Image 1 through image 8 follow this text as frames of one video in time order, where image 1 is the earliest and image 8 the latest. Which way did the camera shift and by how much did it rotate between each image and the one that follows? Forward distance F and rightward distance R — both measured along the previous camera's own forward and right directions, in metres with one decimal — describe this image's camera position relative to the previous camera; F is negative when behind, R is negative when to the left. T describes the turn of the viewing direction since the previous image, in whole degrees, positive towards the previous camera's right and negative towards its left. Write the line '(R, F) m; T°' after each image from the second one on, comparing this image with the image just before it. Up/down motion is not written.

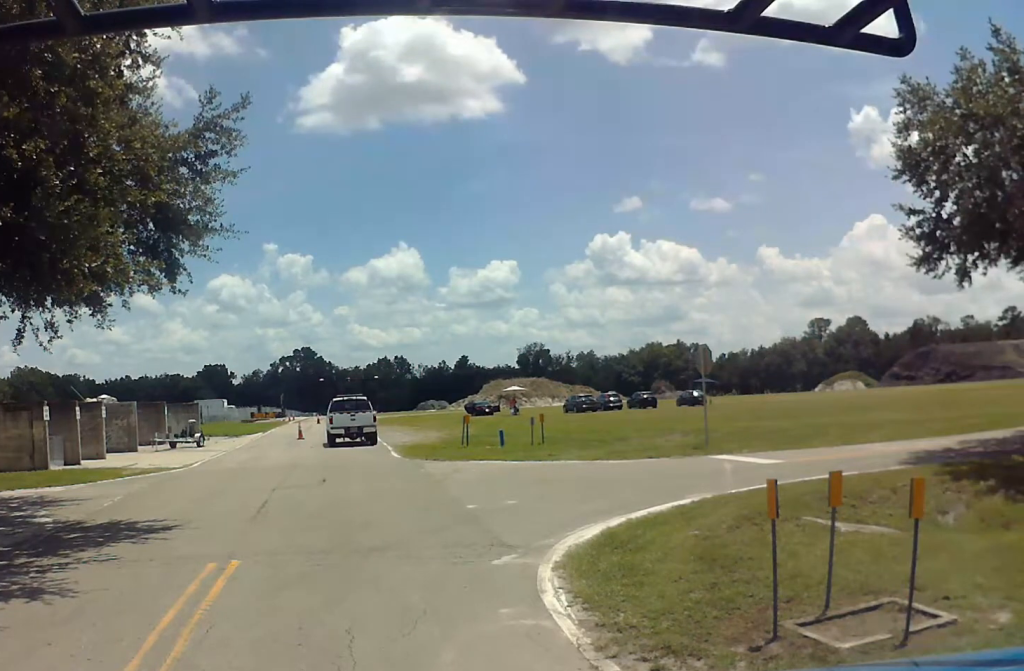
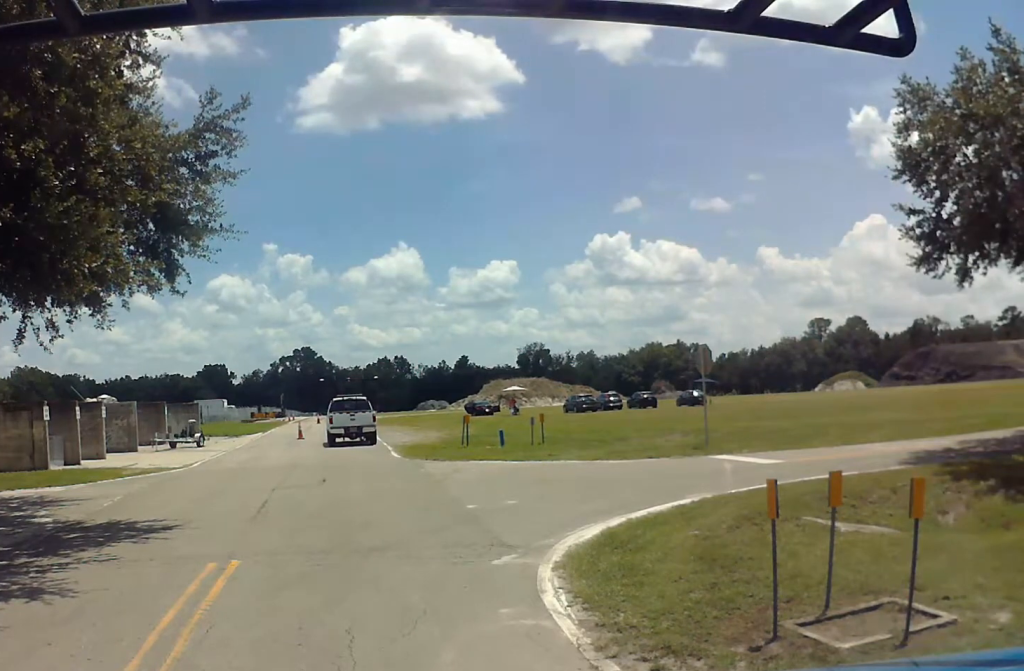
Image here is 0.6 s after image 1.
(0.0, 0.0) m; 0°
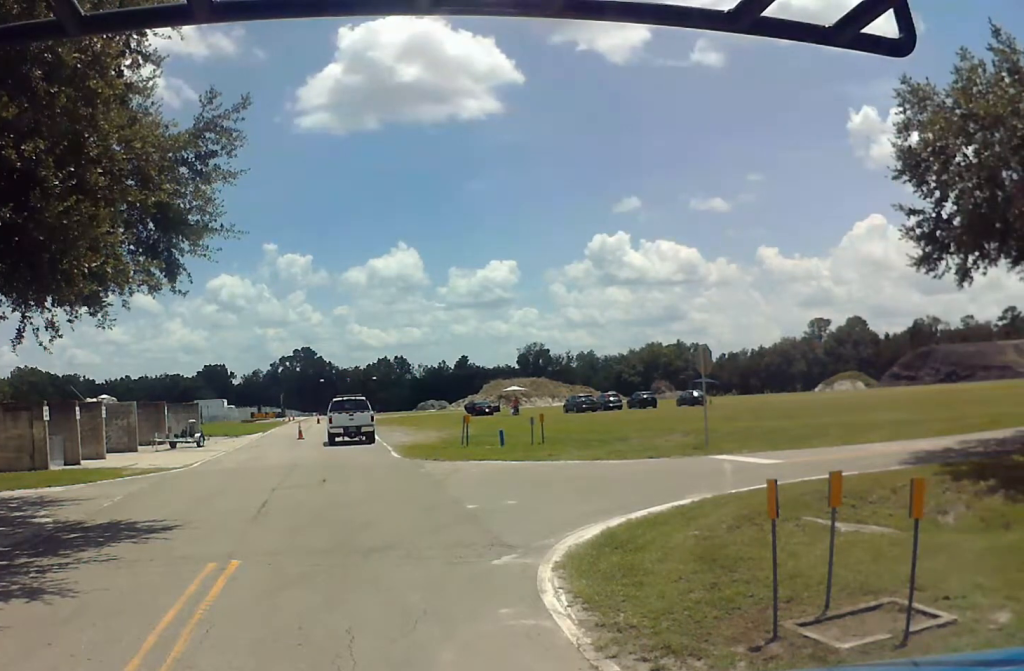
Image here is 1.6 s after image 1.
(0.0, 0.0) m; 0°
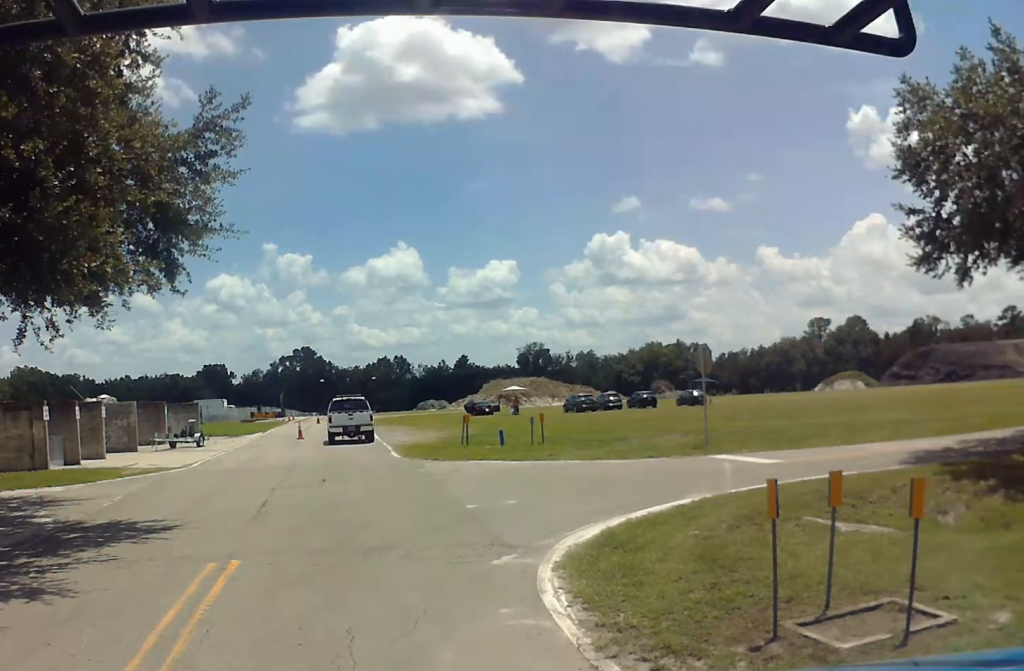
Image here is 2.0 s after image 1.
(0.0, 0.0) m; 0°
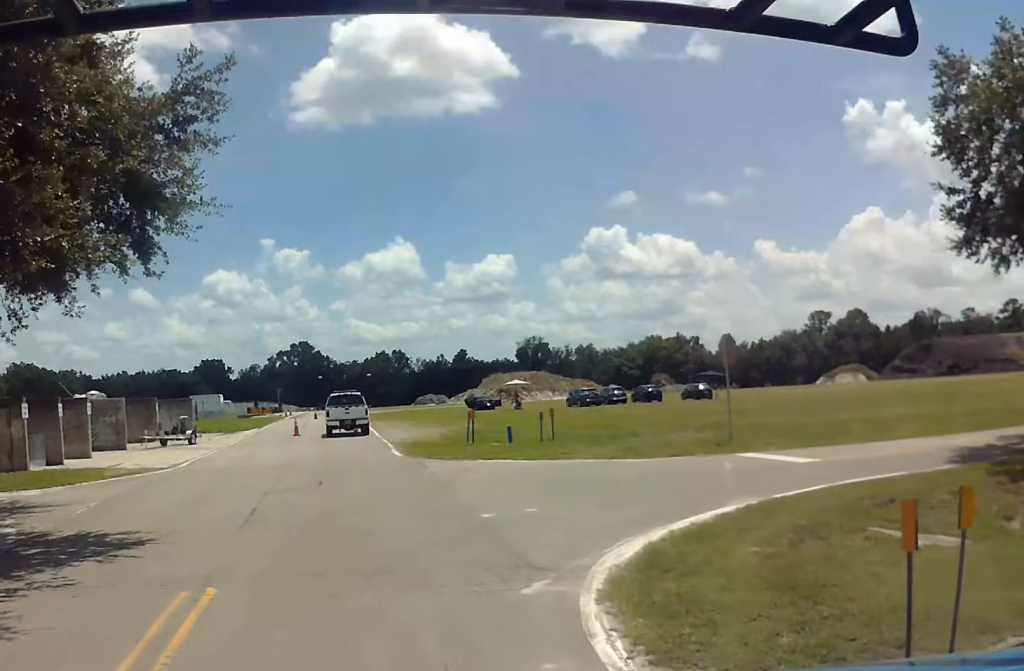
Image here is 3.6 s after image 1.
(0.0, +0.7) m; 0°
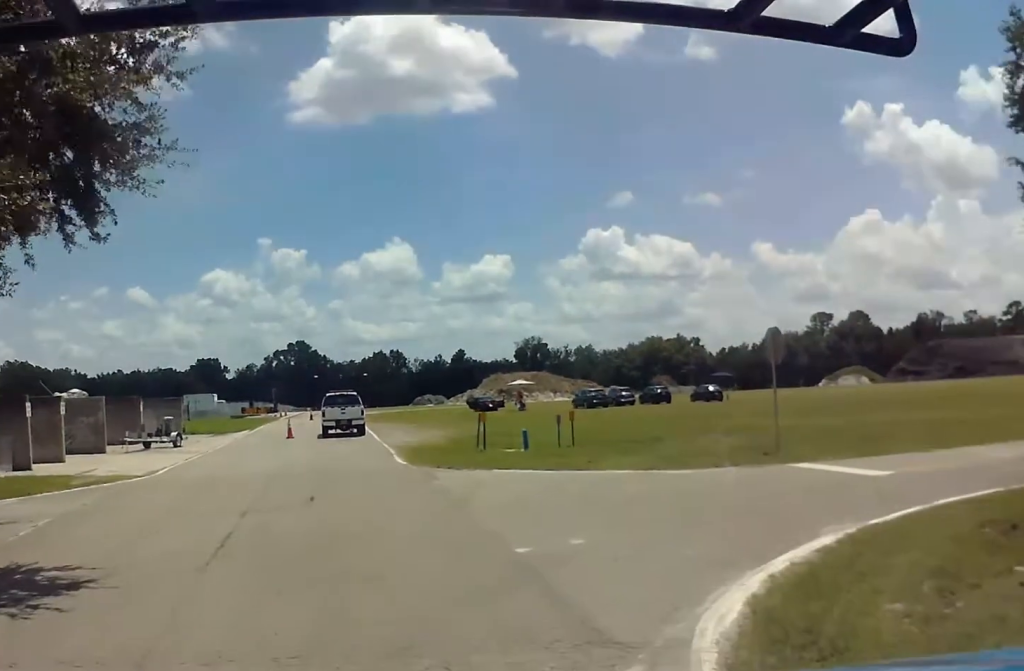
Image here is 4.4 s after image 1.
(0.0, +2.1) m; 0°
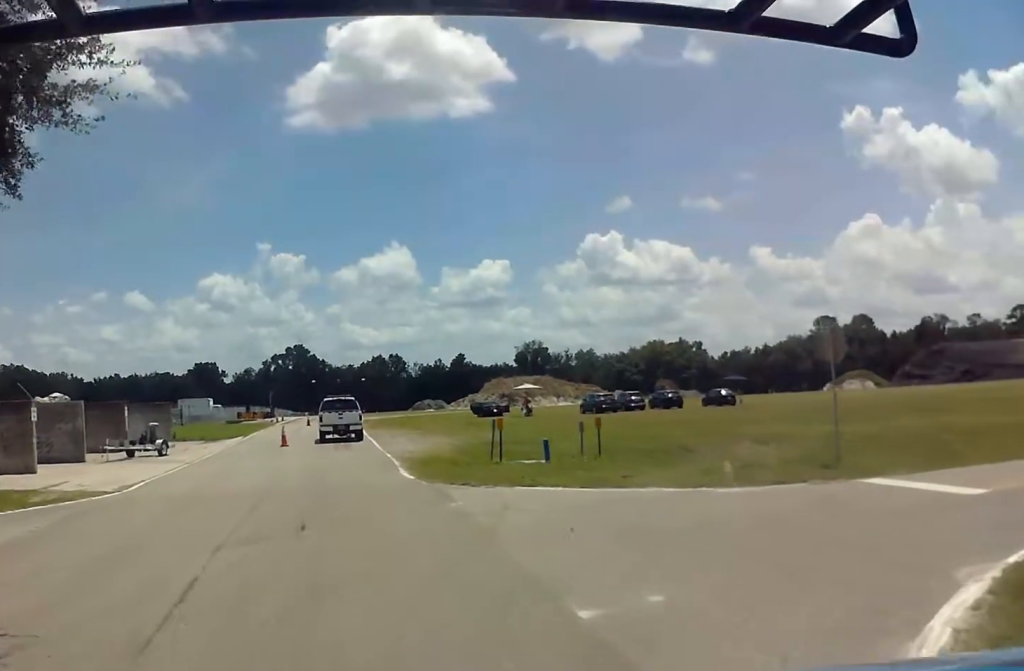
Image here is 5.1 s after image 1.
(0.0, +2.6) m; 0°
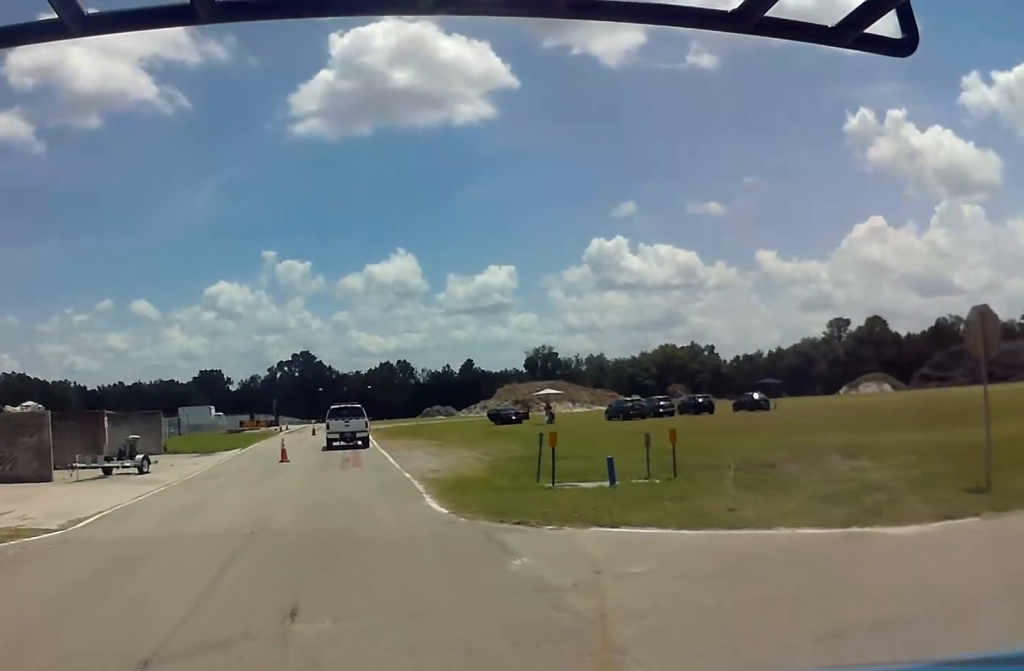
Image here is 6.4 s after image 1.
(+0.1, +5.6) m; +4°
